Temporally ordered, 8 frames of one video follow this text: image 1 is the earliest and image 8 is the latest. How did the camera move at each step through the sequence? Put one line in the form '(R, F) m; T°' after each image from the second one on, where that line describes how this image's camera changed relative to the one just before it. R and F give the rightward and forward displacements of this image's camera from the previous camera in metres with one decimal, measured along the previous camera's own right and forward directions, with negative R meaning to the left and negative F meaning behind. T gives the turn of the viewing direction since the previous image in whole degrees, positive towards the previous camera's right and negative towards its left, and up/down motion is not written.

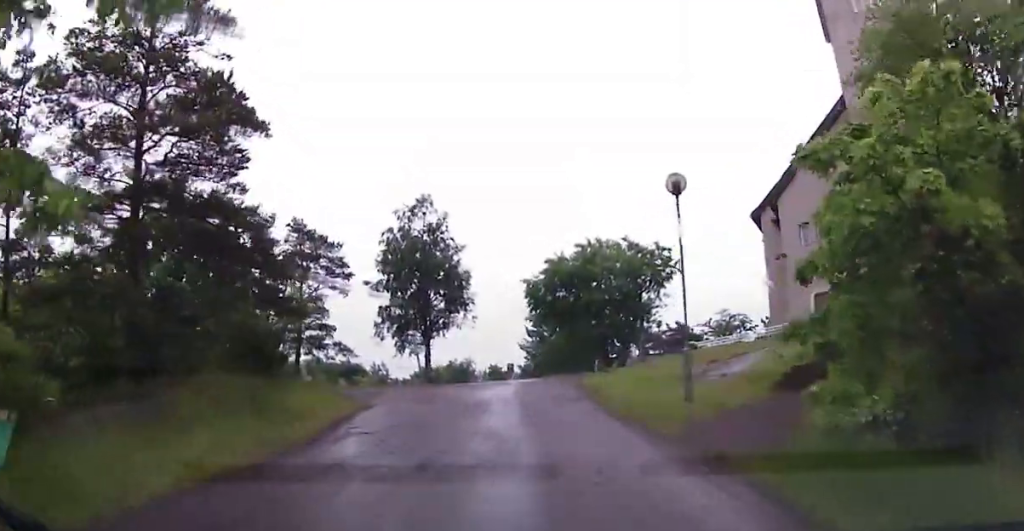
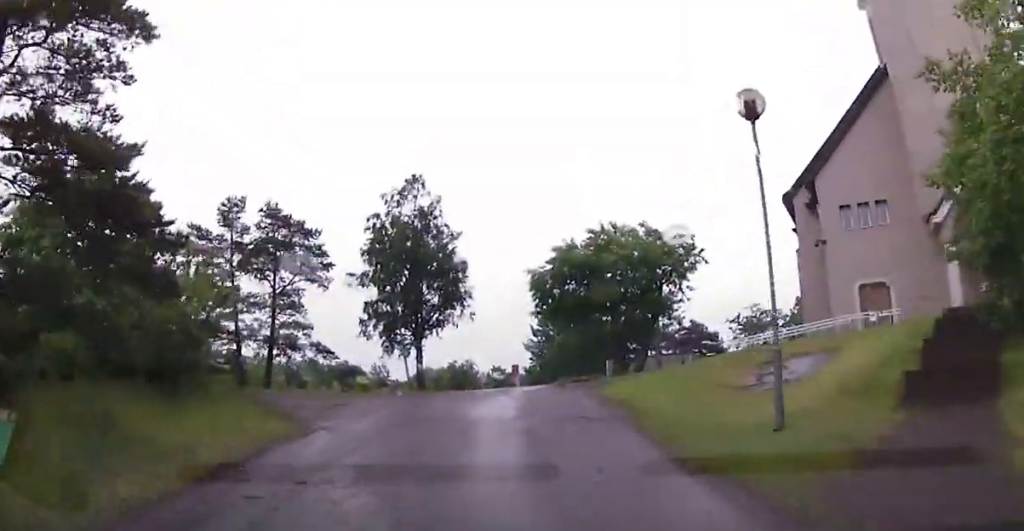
(-0.4, +4.9) m; -3°
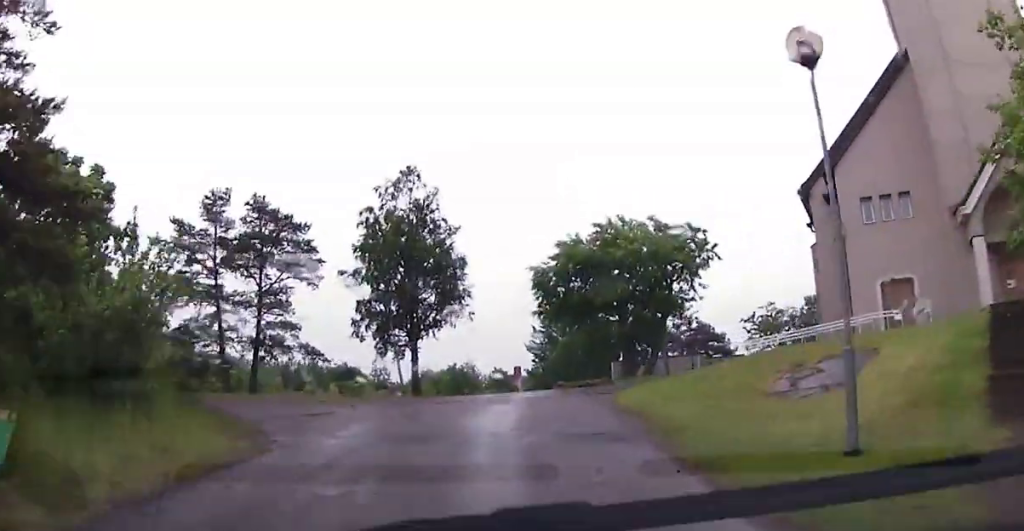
(0.0, +2.1) m; +3°
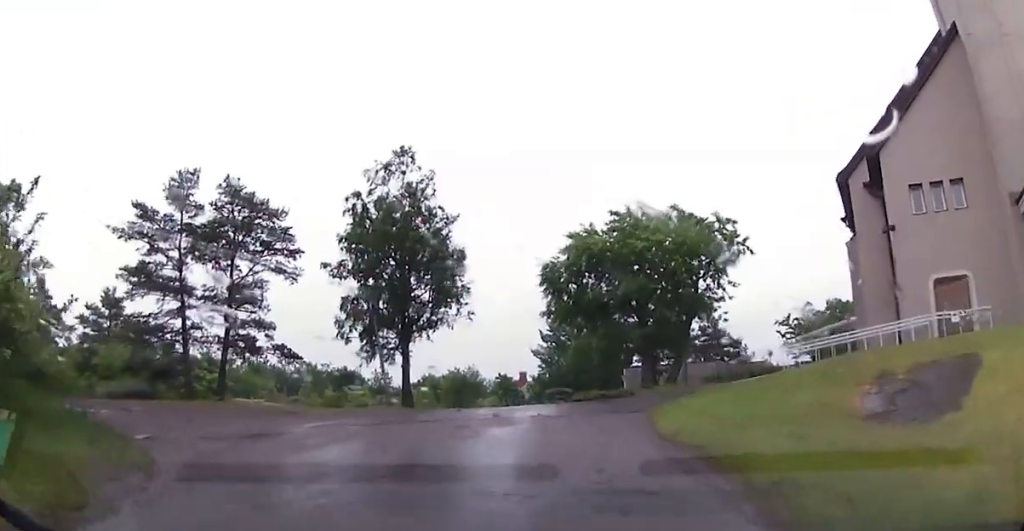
(+0.2, +4.0) m; +2°
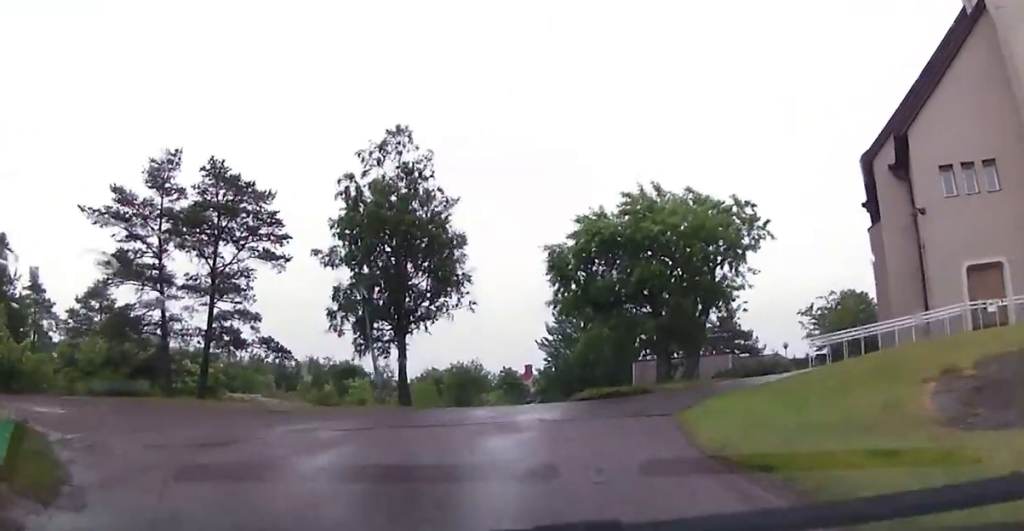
(+0.3, +2.1) m; 0°
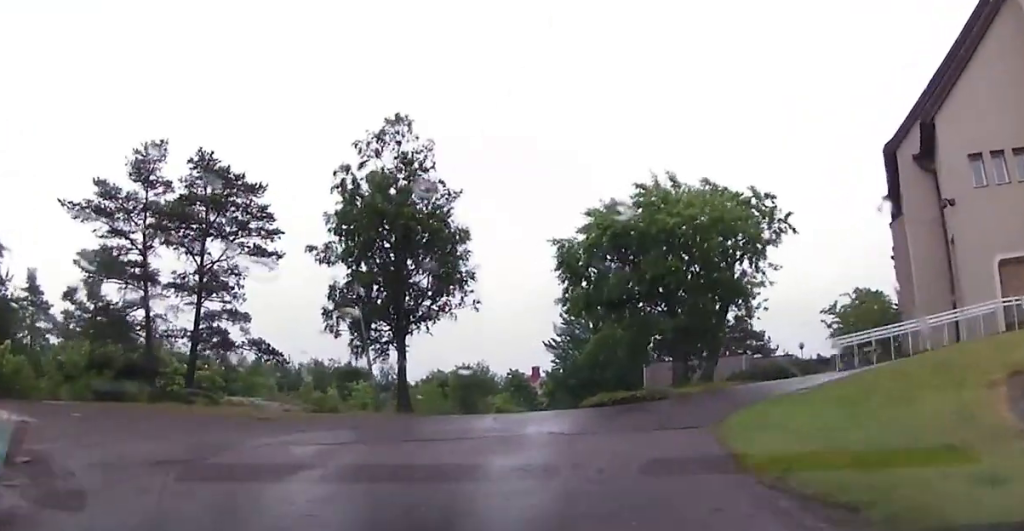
(-0.2, +1.6) m; -4°
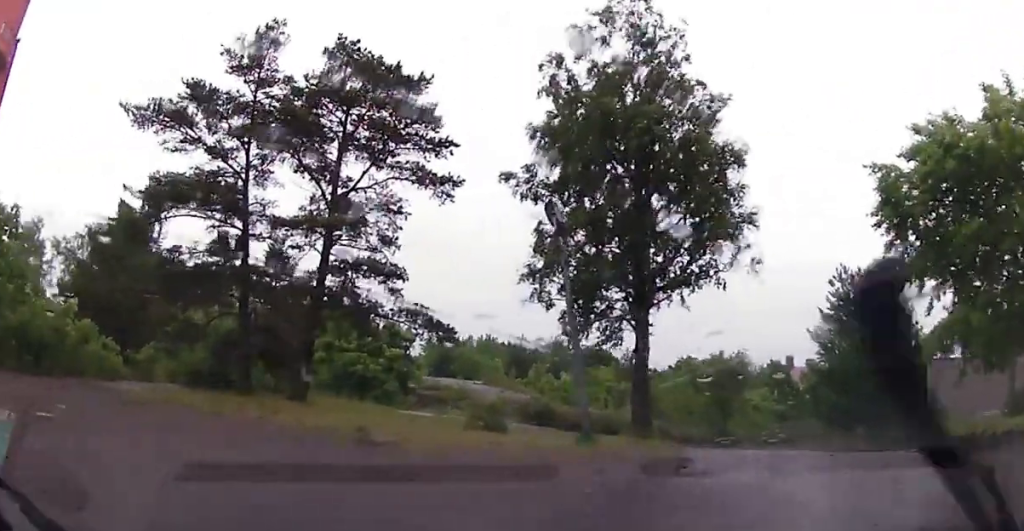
(-2.2, +9.5) m; -36°
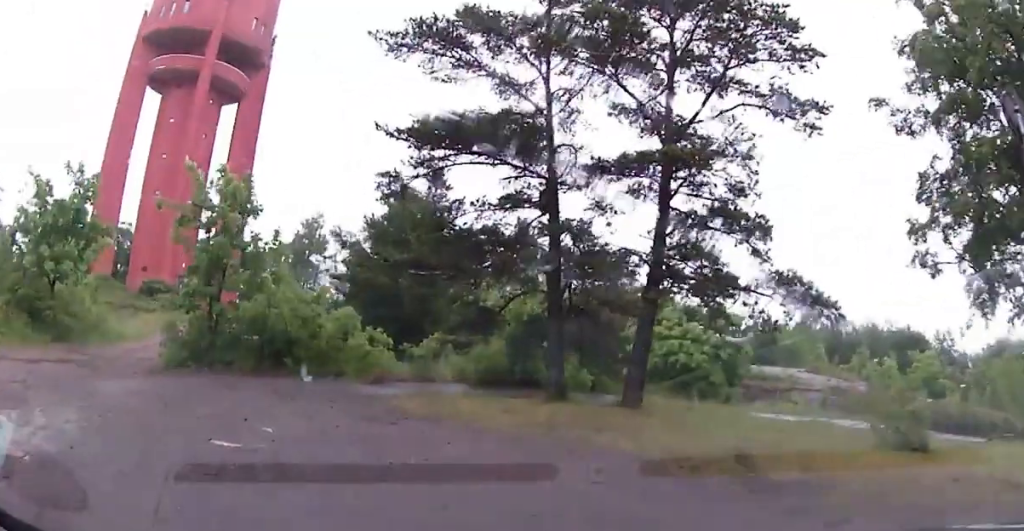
(-0.9, +4.4) m; -10°
